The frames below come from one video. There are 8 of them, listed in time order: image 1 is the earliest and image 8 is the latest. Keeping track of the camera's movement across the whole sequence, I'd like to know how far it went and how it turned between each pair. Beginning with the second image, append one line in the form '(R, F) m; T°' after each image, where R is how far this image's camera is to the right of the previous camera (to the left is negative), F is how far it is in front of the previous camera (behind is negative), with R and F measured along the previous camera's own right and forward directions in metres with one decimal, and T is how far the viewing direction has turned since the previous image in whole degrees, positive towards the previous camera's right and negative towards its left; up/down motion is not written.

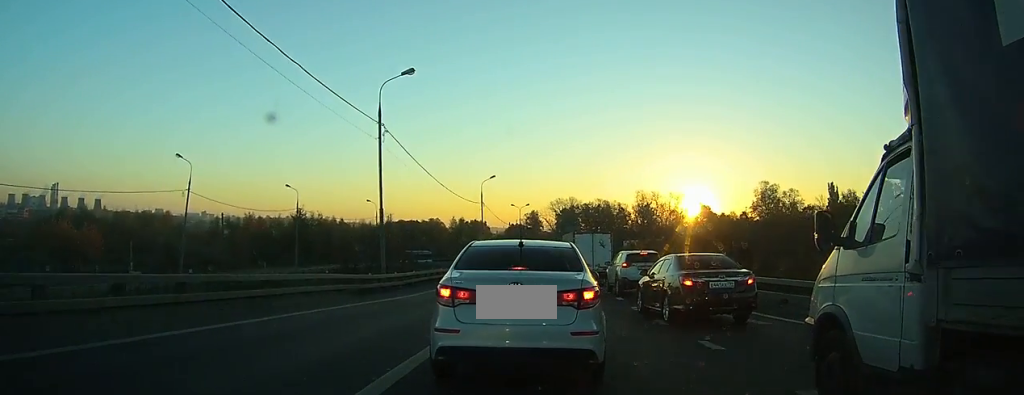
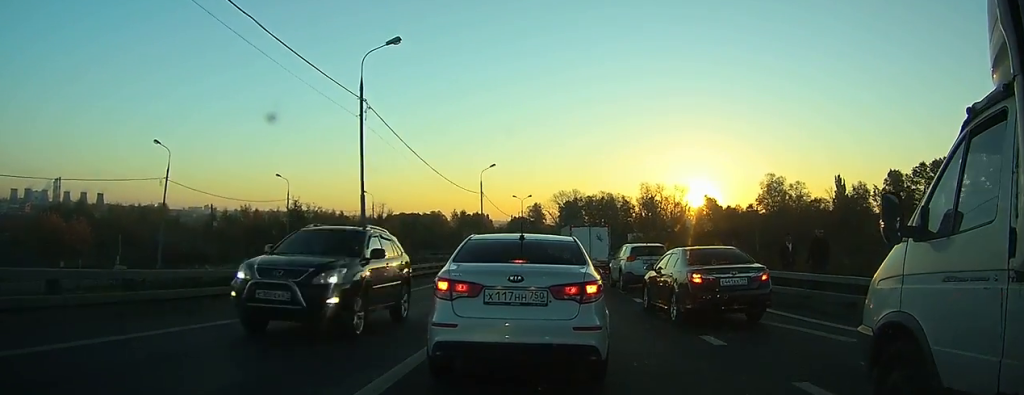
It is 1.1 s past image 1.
(-0.1, +3.0) m; -2°
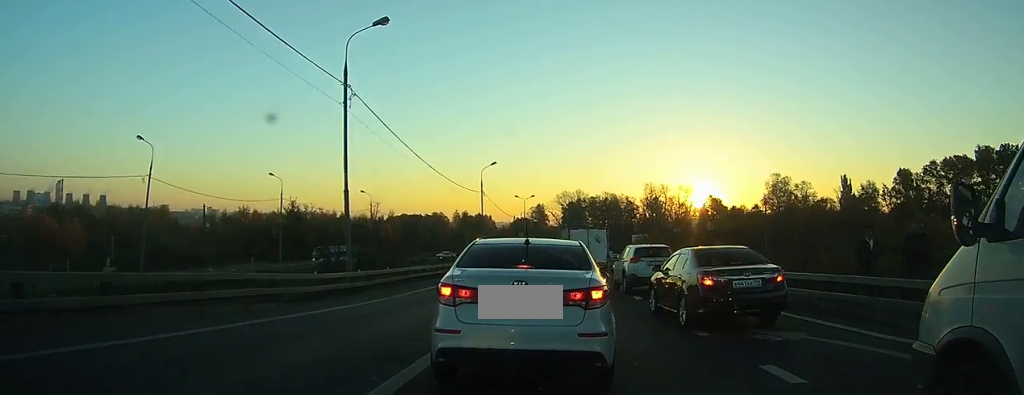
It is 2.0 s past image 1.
(0.0, +2.2) m; -1°
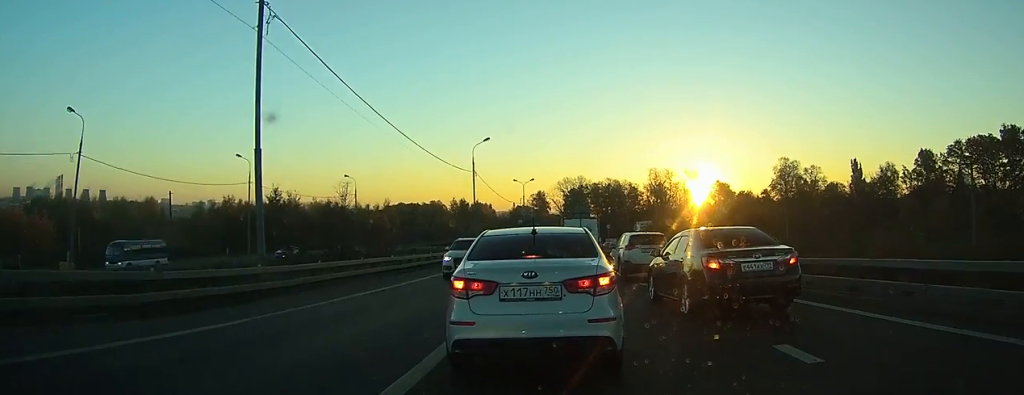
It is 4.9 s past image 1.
(-0.2, +7.9) m; -1°
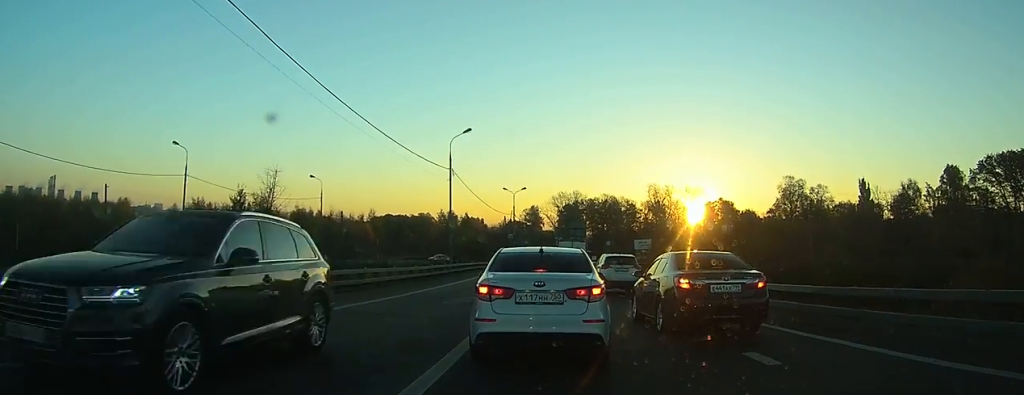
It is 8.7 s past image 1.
(+0.3, +11.3) m; +3°
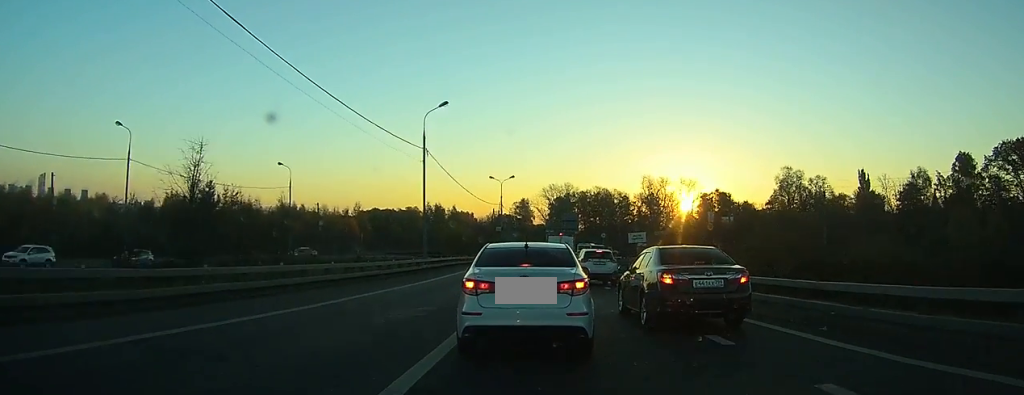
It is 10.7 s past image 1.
(+0.1, +6.5) m; -1°
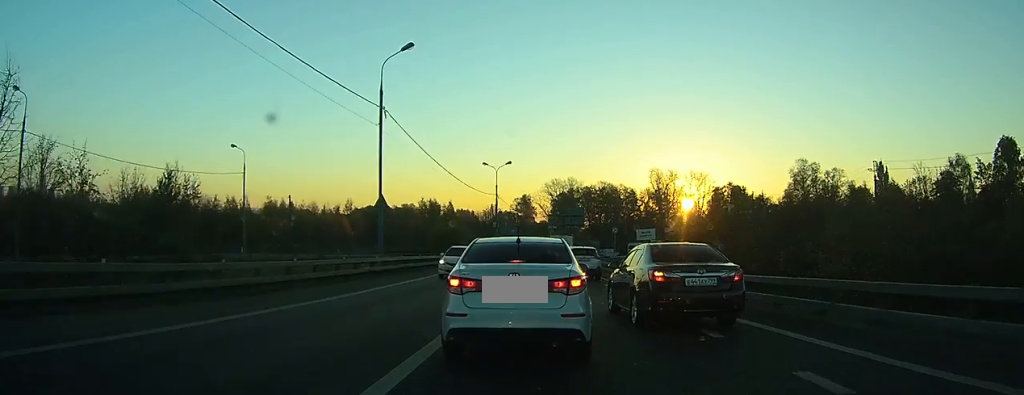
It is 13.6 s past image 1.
(-0.2, +11.7) m; 0°
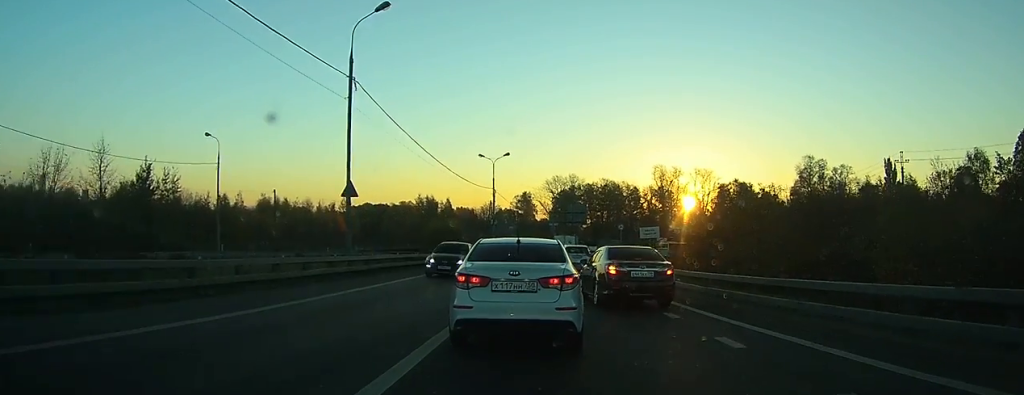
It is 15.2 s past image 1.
(0.0, +6.4) m; +1°
